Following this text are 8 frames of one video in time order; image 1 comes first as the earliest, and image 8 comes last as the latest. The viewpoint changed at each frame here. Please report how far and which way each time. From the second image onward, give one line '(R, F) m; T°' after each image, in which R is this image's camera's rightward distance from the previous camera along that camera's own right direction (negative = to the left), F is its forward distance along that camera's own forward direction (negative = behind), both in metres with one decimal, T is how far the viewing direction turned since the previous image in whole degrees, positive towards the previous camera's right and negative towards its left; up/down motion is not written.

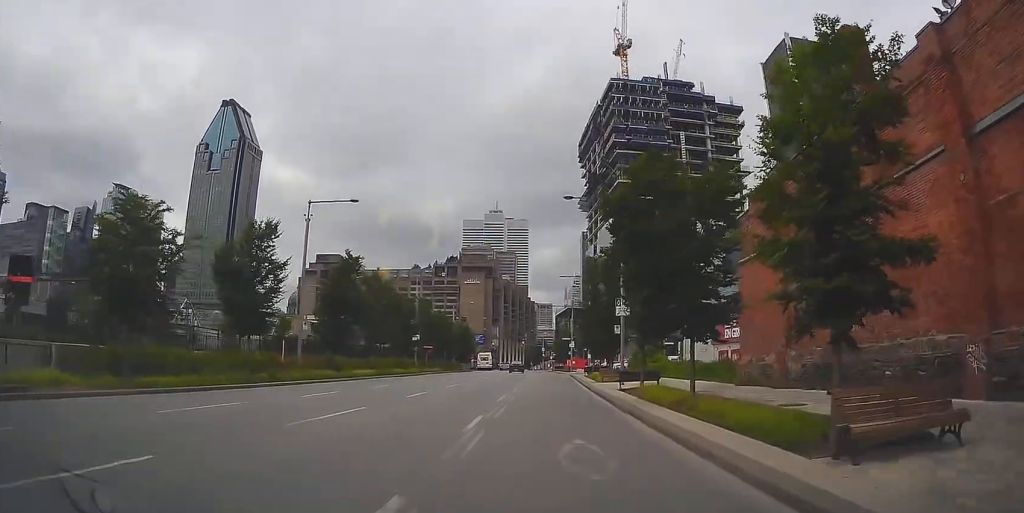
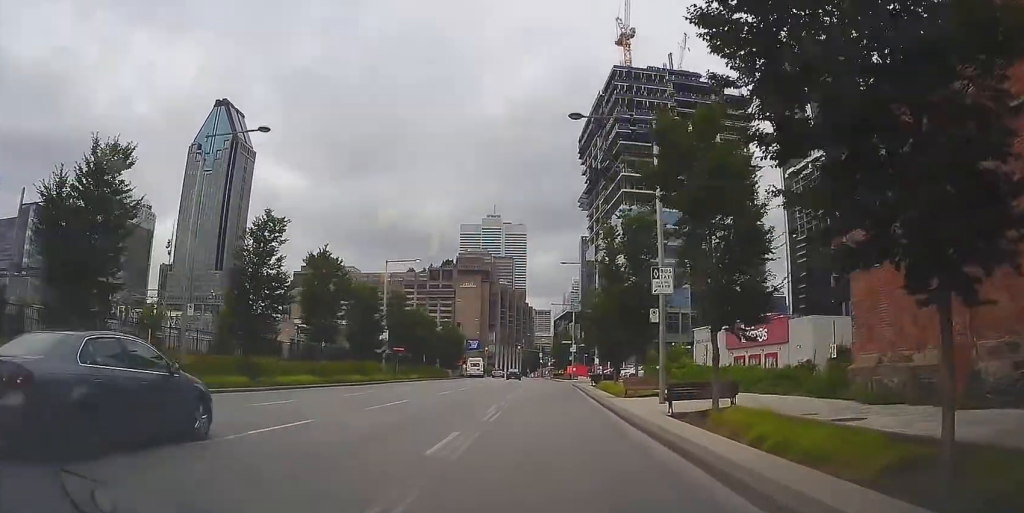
(-0.2, +12.1) m; -2°
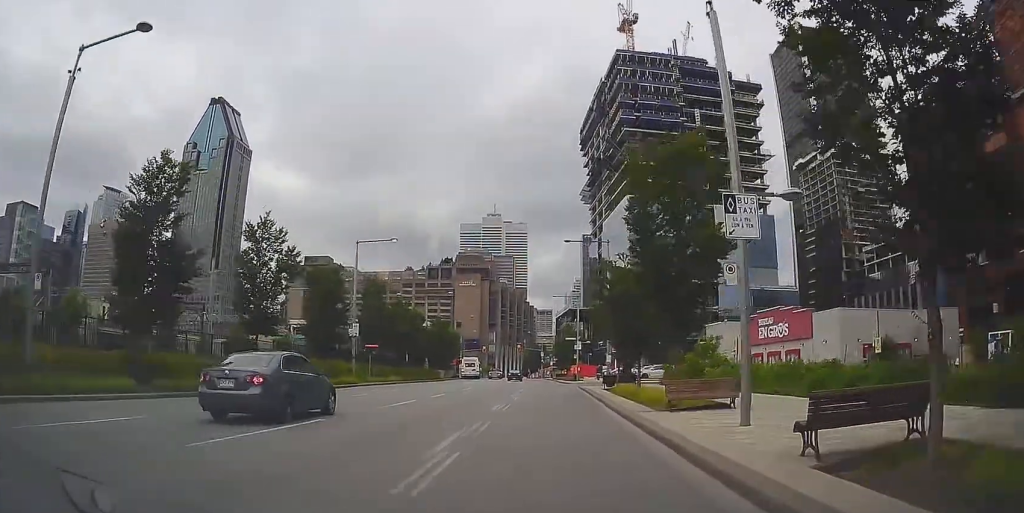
(0.0, +8.5) m; 0°
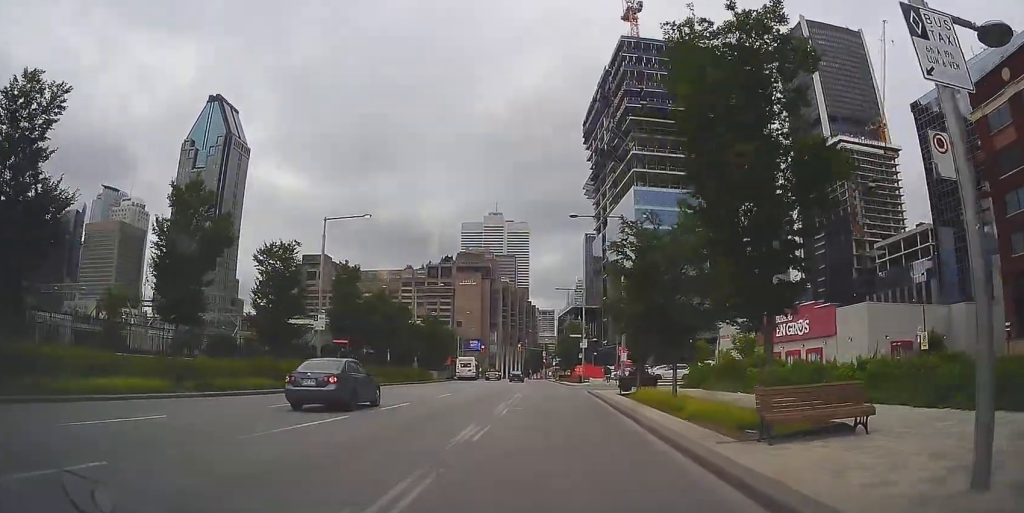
(0.0, +7.0) m; +1°
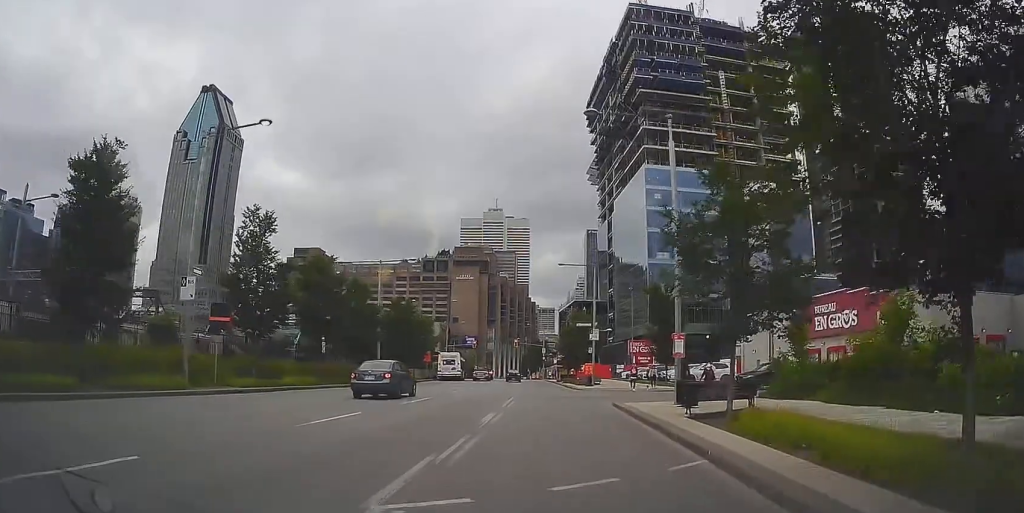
(+0.4, +14.3) m; +1°
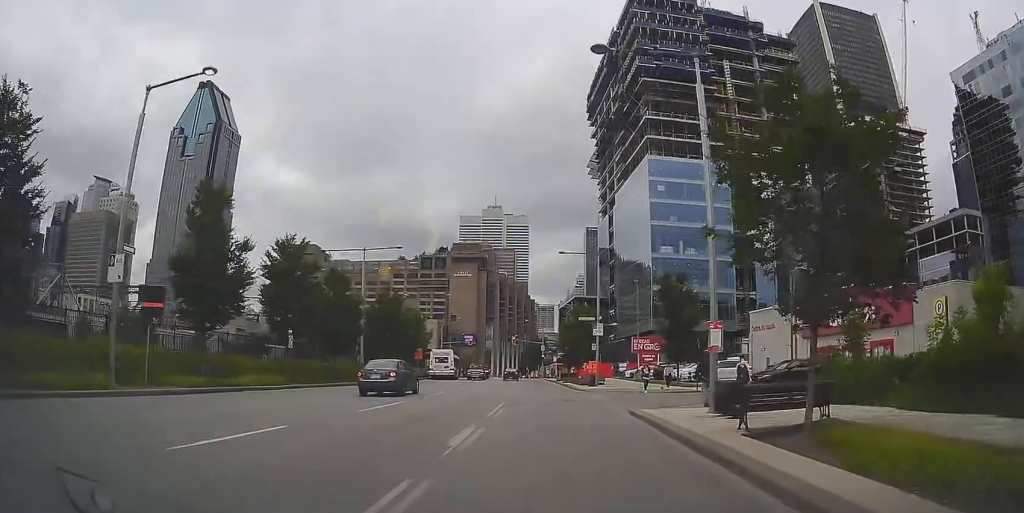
(-0.1, +4.4) m; -1°
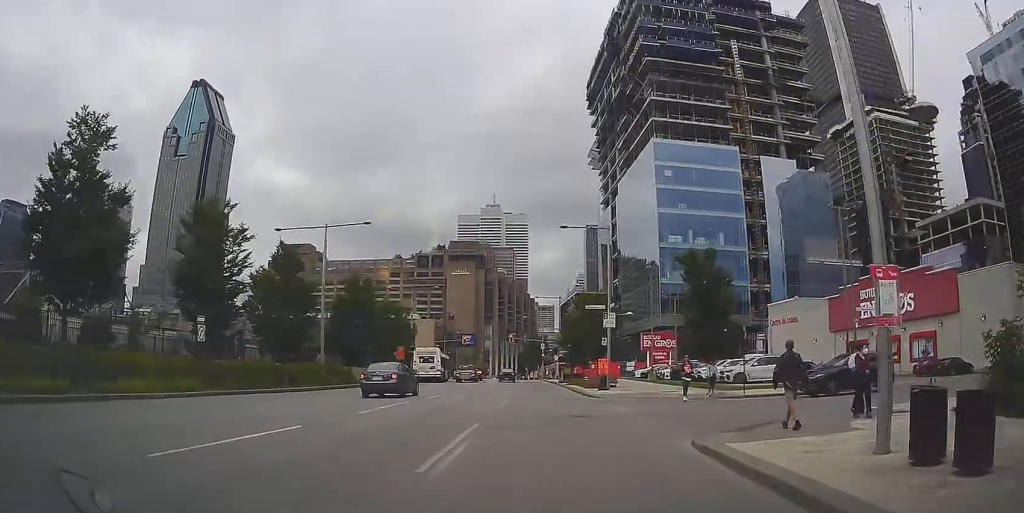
(-0.2, +8.4) m; -2°
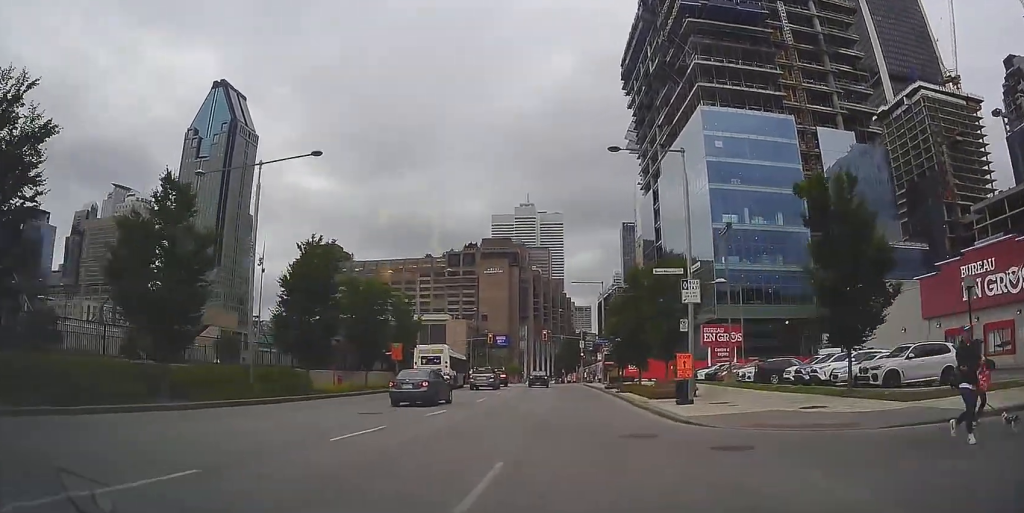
(-0.3, +14.4) m; -3°
